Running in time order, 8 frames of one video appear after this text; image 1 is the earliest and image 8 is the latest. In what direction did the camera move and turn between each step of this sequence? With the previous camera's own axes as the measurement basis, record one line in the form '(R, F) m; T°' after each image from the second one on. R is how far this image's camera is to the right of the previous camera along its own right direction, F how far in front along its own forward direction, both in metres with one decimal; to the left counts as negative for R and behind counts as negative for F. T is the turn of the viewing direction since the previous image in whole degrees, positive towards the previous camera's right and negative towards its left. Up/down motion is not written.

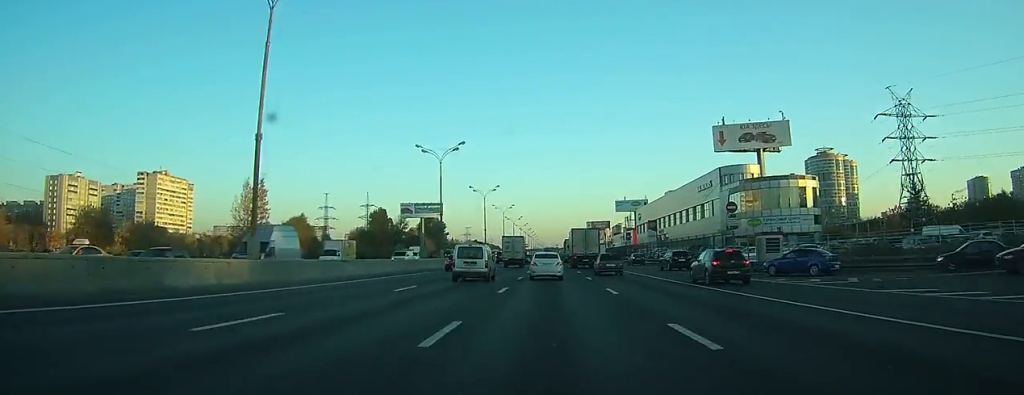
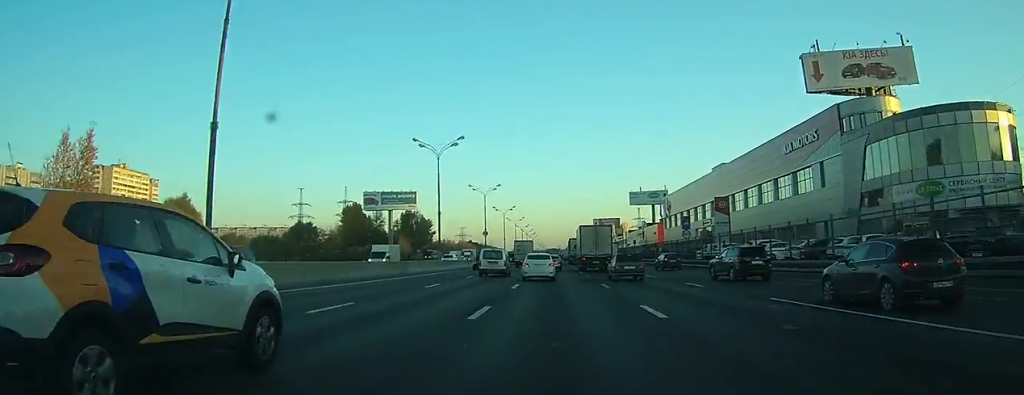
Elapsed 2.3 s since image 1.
(-0.1, +47.4) m; 0°
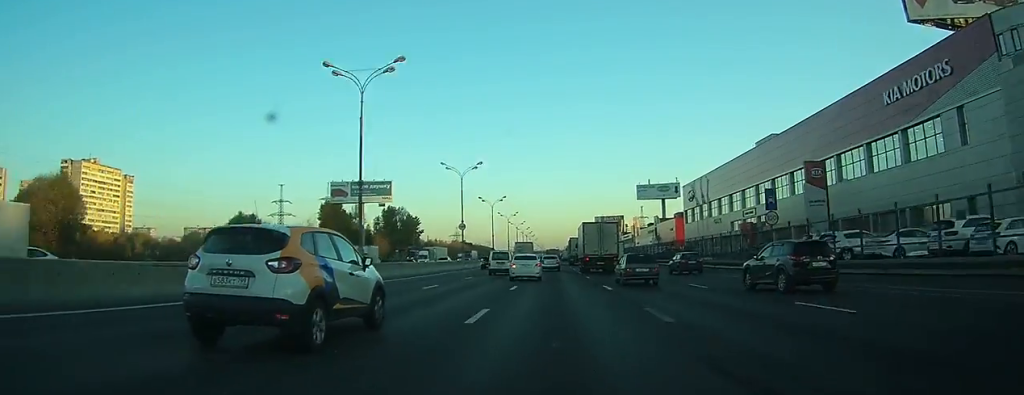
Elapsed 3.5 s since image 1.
(0.0, +25.8) m; 0°
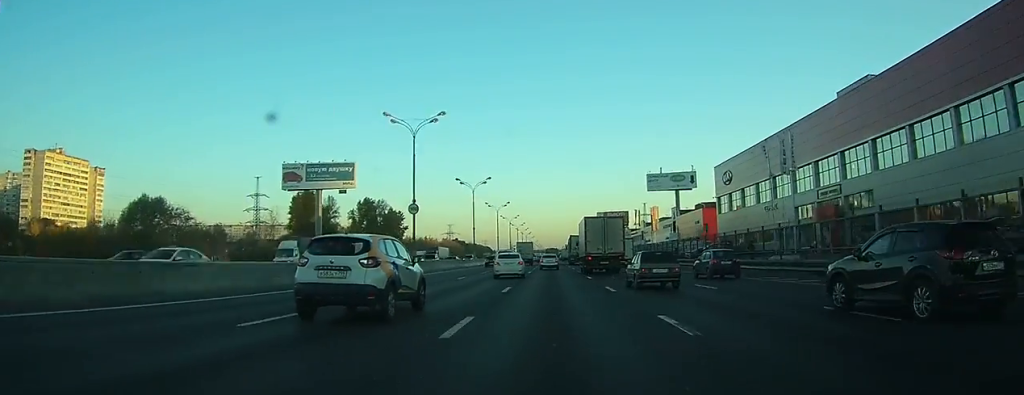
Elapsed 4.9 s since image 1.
(+0.1, +25.6) m; 0°
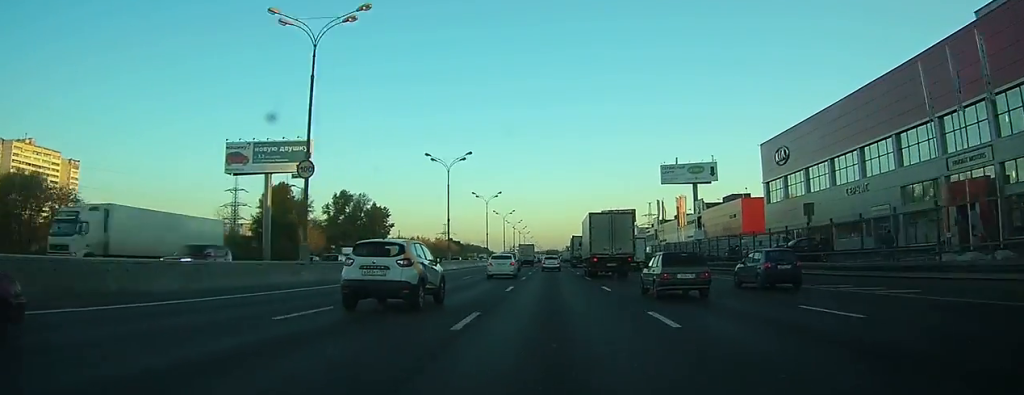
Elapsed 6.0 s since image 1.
(0.0, +21.0) m; 0°
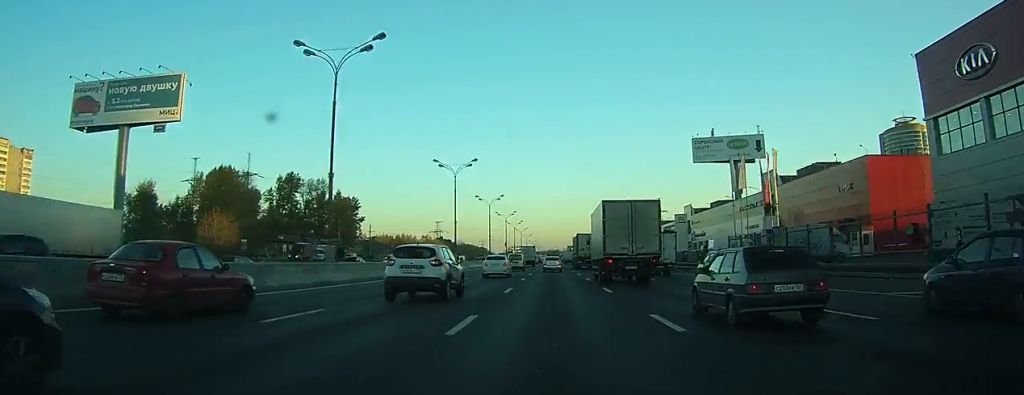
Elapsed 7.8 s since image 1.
(0.0, +32.0) m; 0°
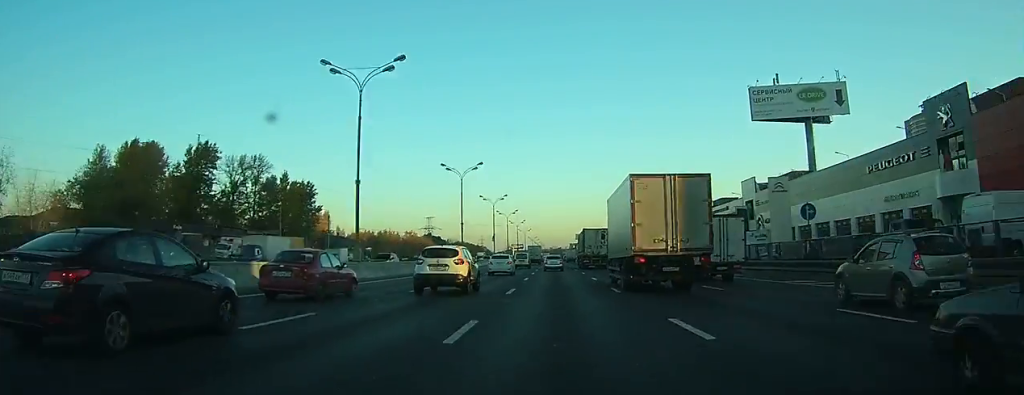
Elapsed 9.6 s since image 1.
(-0.1, +31.7) m; 0°
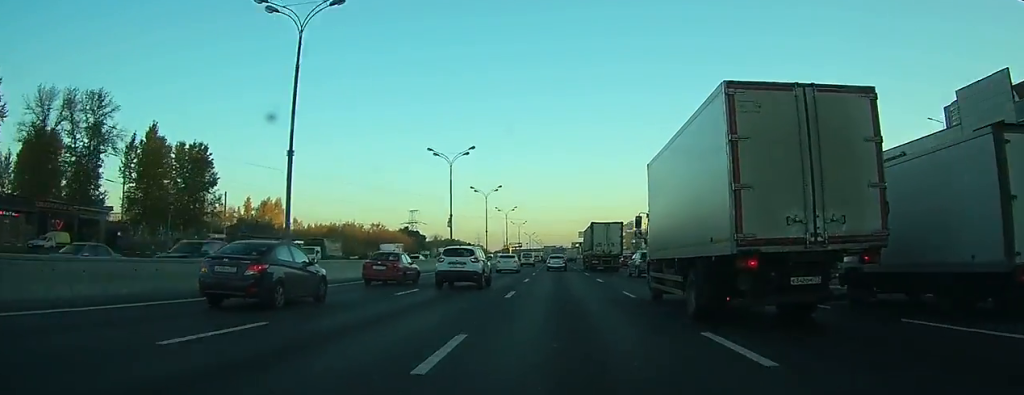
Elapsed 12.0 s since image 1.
(0.0, +47.6) m; 0°
